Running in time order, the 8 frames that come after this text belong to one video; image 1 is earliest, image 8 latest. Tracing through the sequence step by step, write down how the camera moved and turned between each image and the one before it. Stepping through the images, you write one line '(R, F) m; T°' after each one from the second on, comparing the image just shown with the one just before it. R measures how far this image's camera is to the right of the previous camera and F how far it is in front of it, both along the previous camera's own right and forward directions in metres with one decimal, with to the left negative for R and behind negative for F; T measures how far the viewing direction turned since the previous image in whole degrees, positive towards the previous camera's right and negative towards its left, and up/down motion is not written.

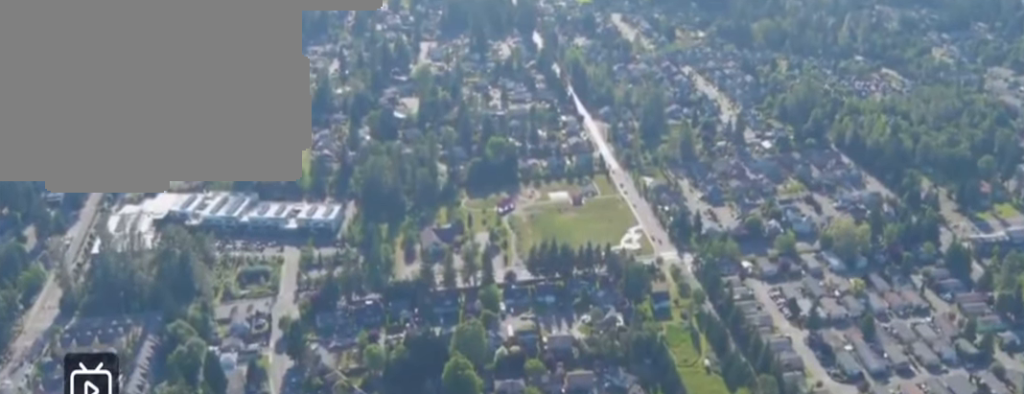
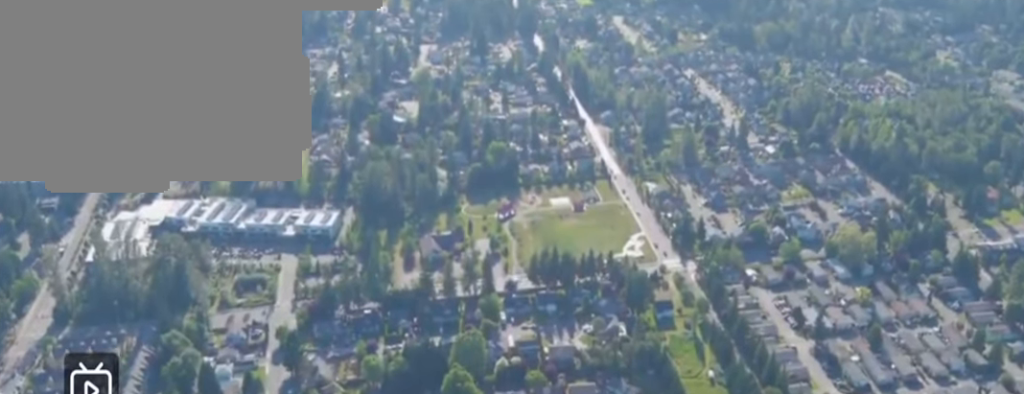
(-0.2, +10.4) m; -2°
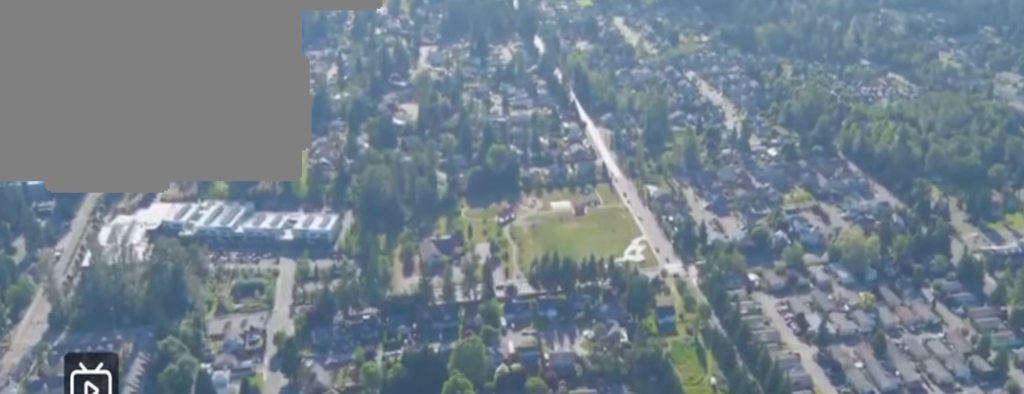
(0.0, +5.8) m; 0°
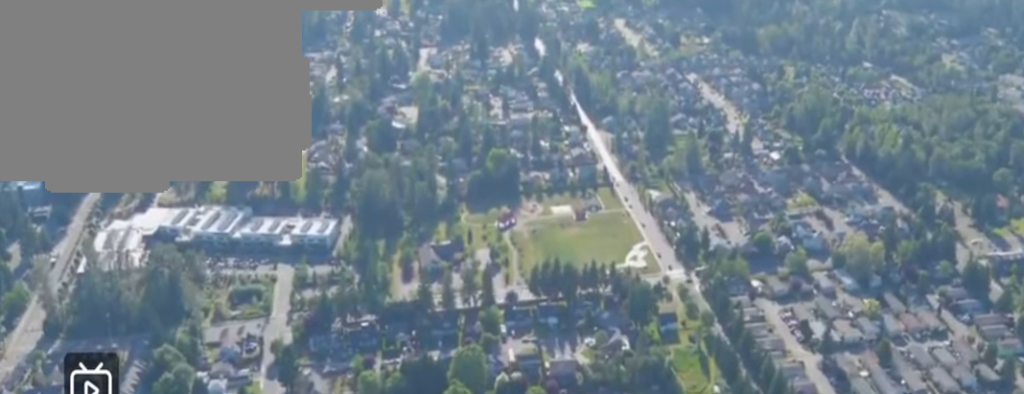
(0.0, +7.8) m; 0°
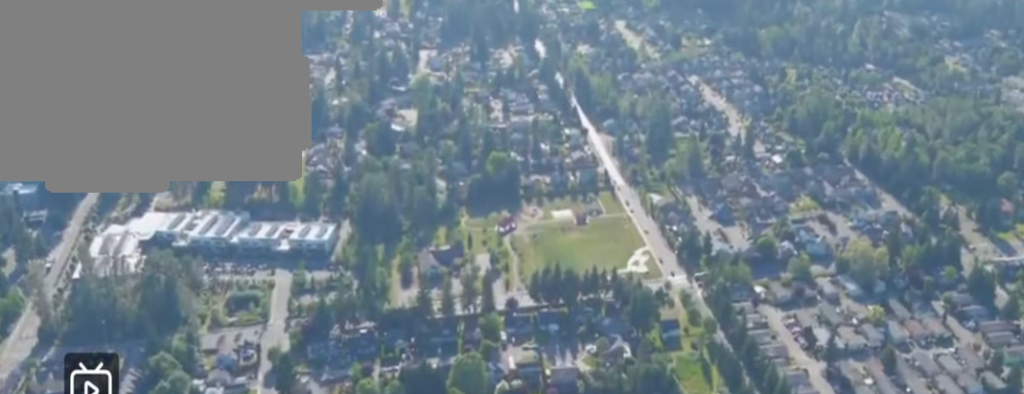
(0.0, +7.8) m; 0°
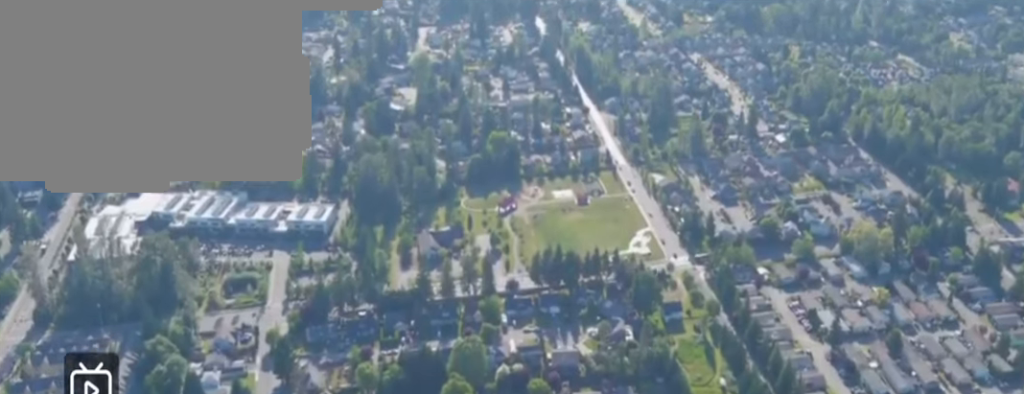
(0.0, +8.4) m; 0°
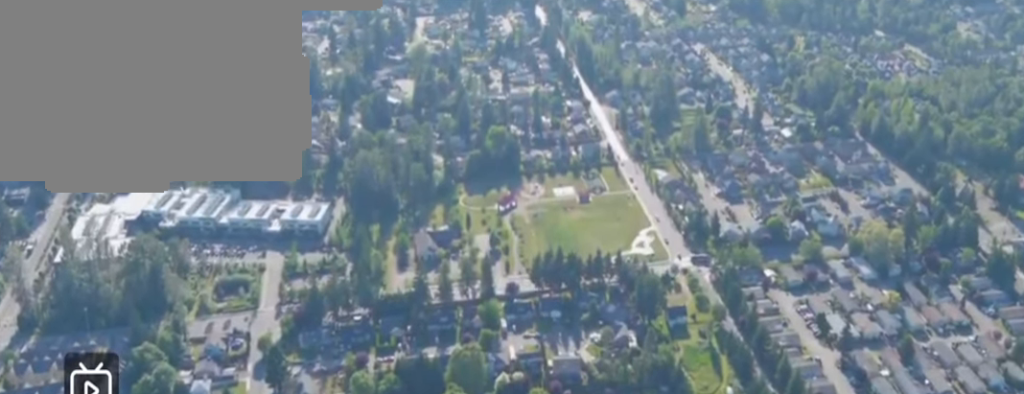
(0.0, +18.3) m; 0°
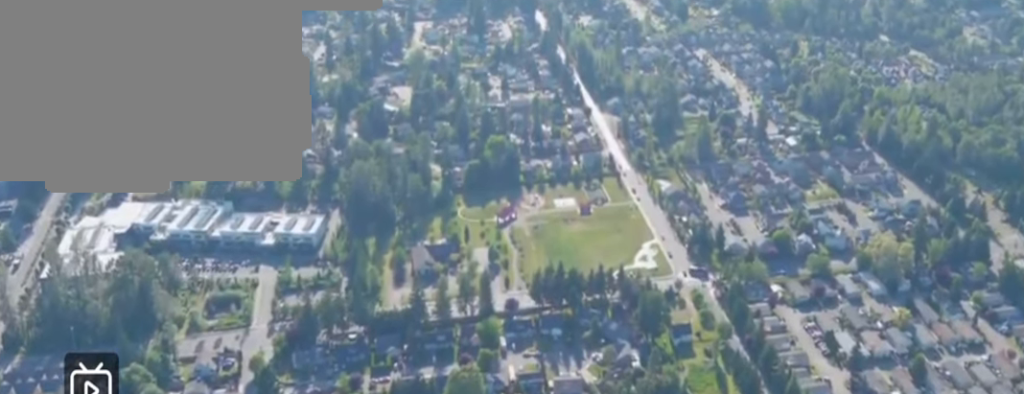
(0.0, +17.1) m; 0°
